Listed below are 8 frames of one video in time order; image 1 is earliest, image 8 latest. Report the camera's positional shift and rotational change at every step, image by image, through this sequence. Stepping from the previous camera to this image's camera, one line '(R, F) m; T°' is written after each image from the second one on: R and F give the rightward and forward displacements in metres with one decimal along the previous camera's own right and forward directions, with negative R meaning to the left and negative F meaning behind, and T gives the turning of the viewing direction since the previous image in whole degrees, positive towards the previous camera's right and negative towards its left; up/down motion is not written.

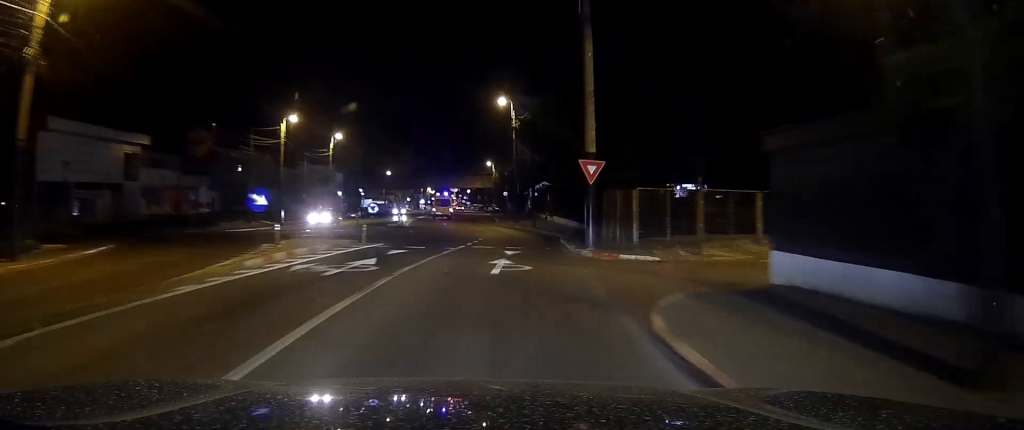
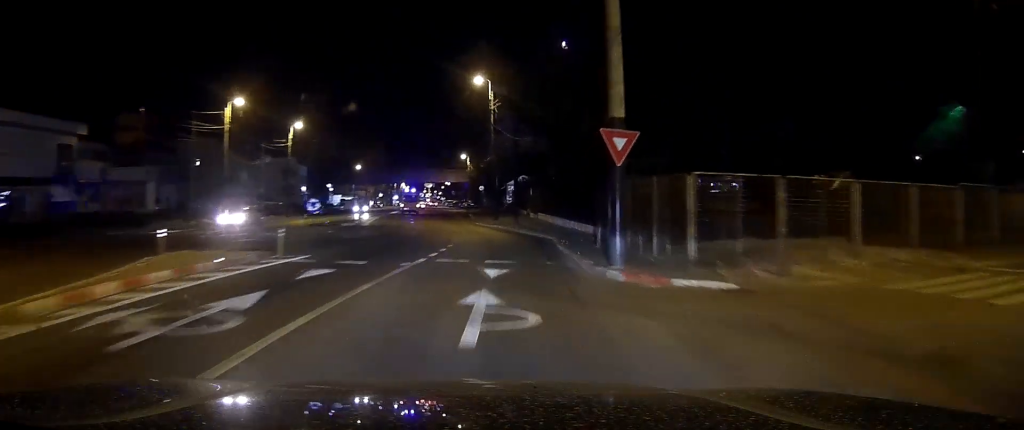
(+0.2, +8.2) m; 0°
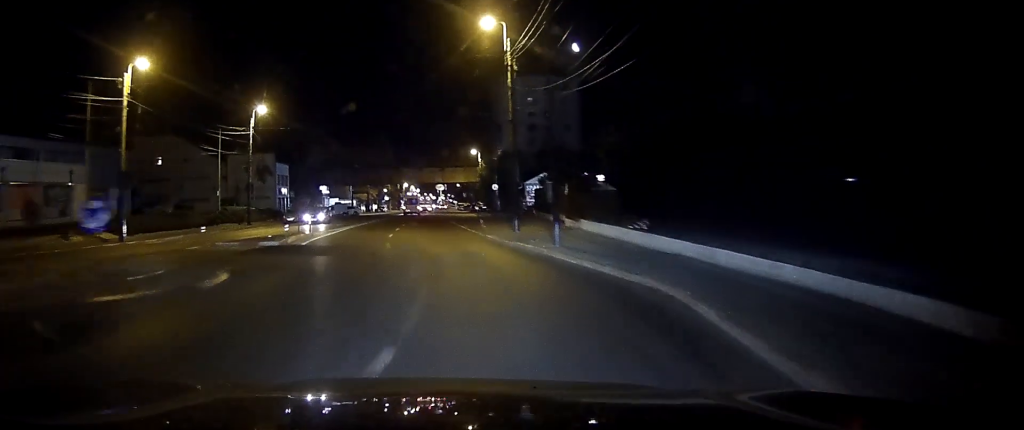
(-0.3, +17.4) m; -2°
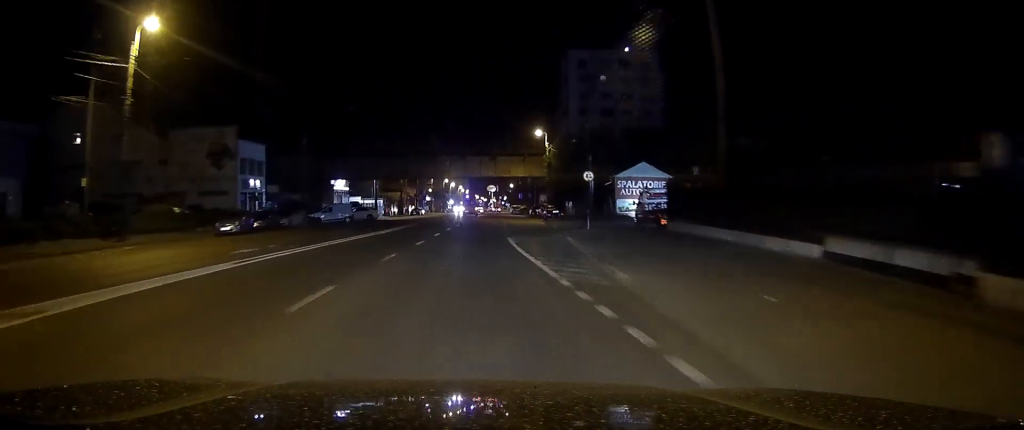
(-1.1, +32.0) m; -3°
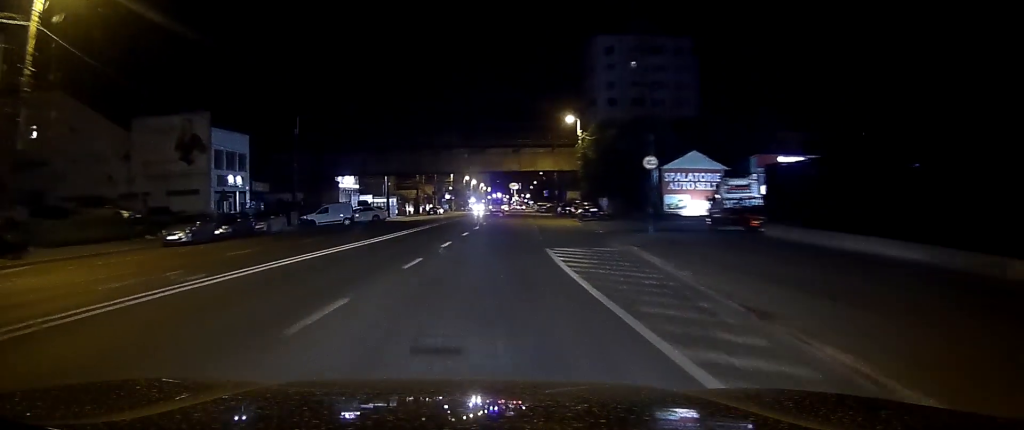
(0.0, +10.3) m; 0°
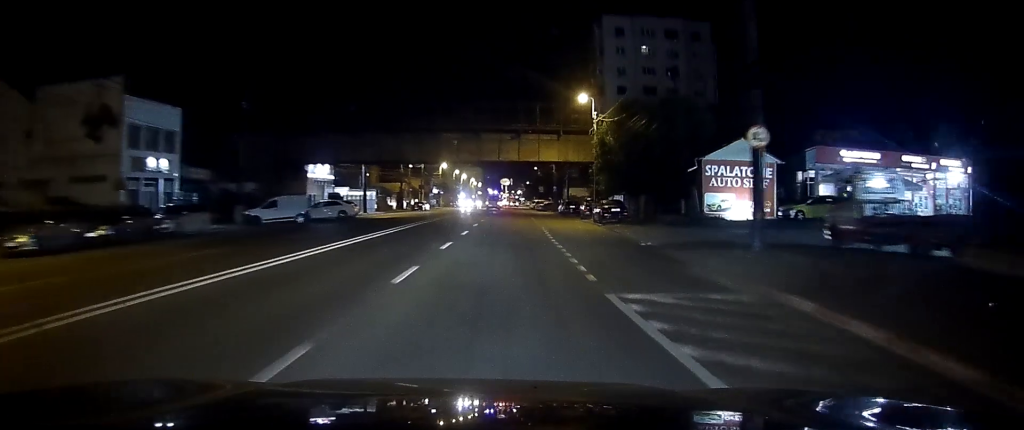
(+0.1, +12.3) m; +1°
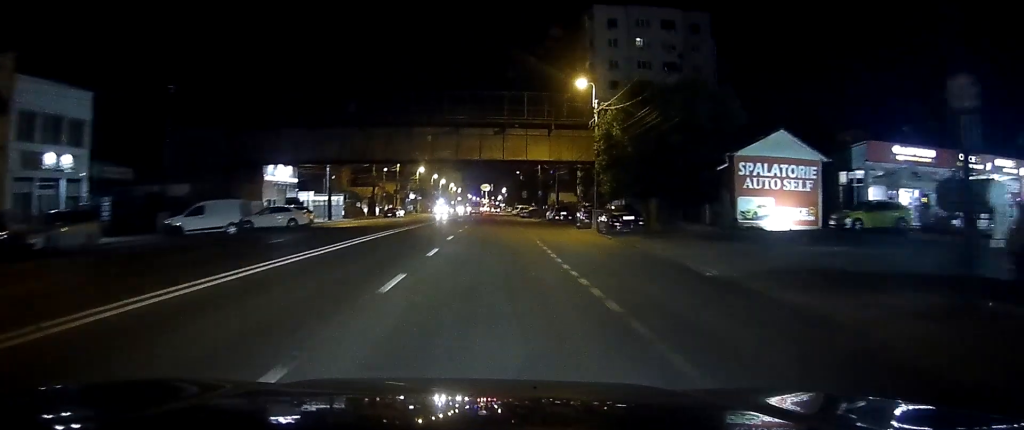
(0.0, +9.3) m; +1°
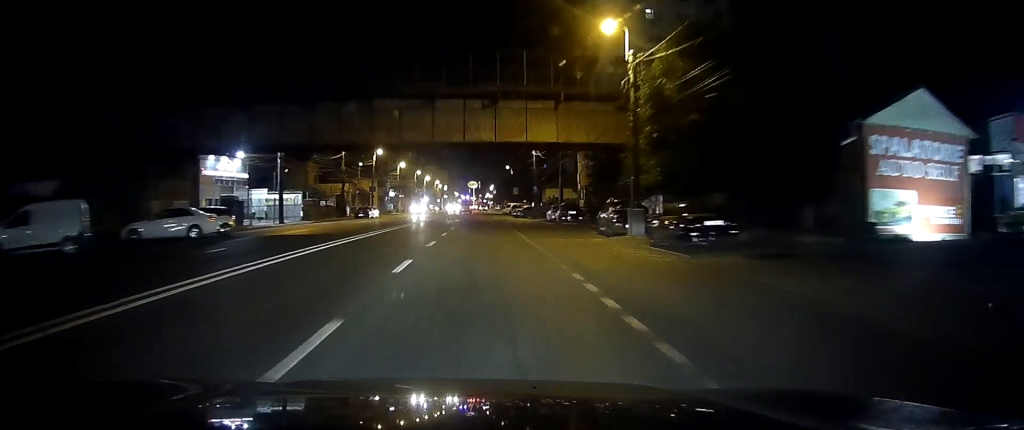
(+0.2, +14.4) m; 0°
